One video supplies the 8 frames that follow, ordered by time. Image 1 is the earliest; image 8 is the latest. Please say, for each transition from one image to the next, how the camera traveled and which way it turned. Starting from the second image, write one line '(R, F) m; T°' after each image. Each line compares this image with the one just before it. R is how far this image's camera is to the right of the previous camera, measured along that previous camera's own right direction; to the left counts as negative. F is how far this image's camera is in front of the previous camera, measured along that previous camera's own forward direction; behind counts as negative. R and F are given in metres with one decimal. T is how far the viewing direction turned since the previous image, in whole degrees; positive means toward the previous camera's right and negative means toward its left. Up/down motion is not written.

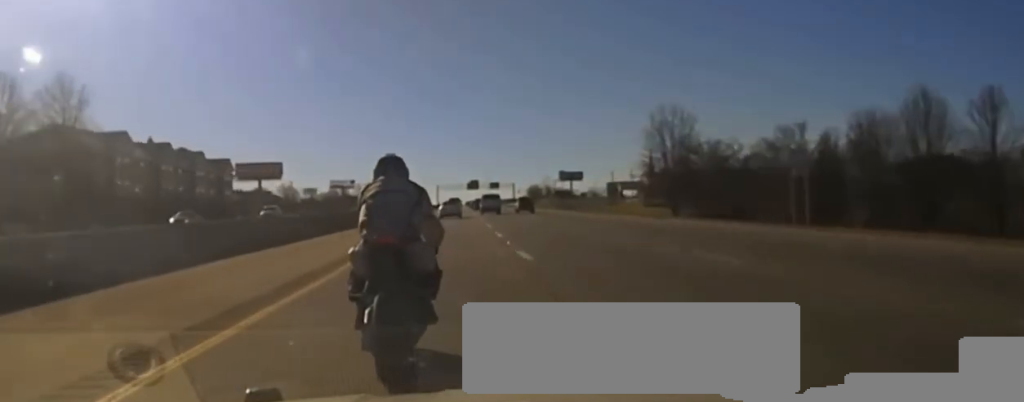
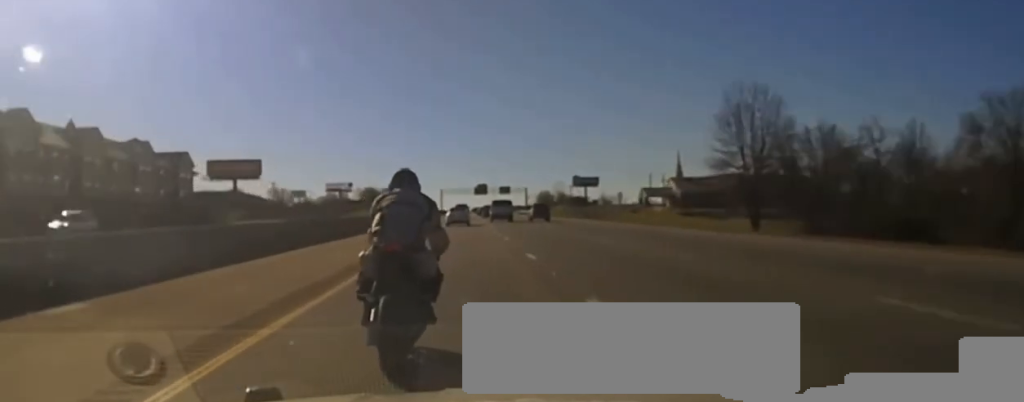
(0.0, +34.8) m; 0°
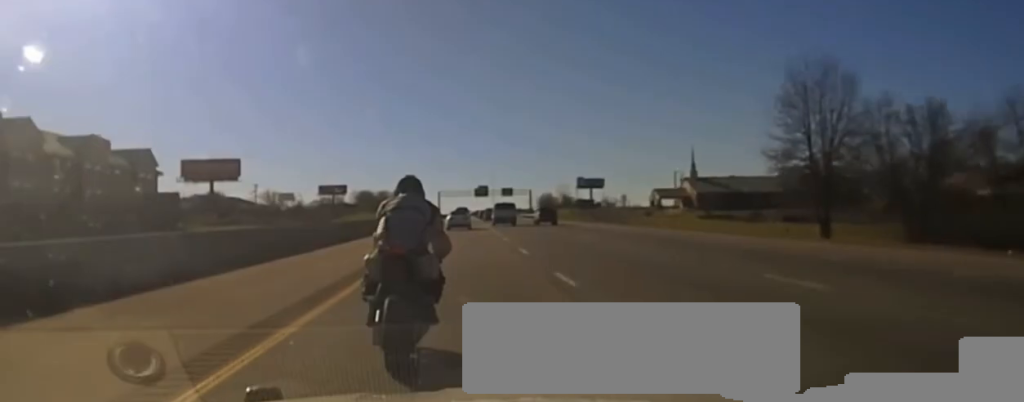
(+0.2, +20.1) m; 0°
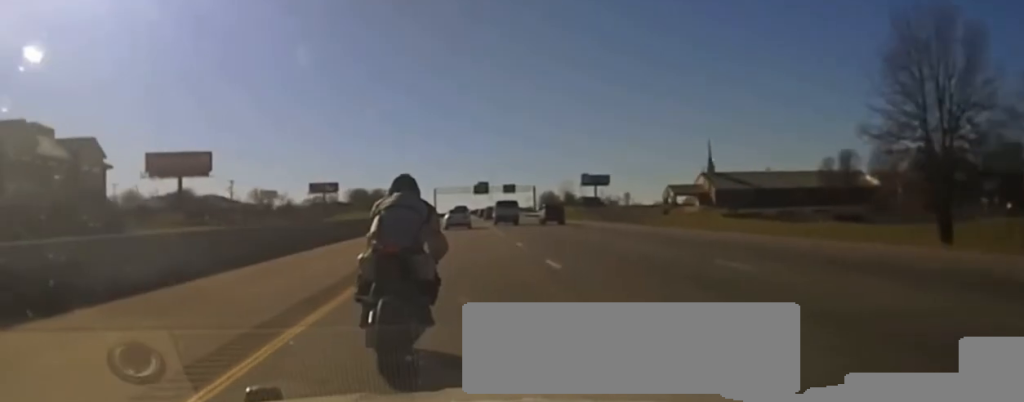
(0.0, +20.9) m; 0°
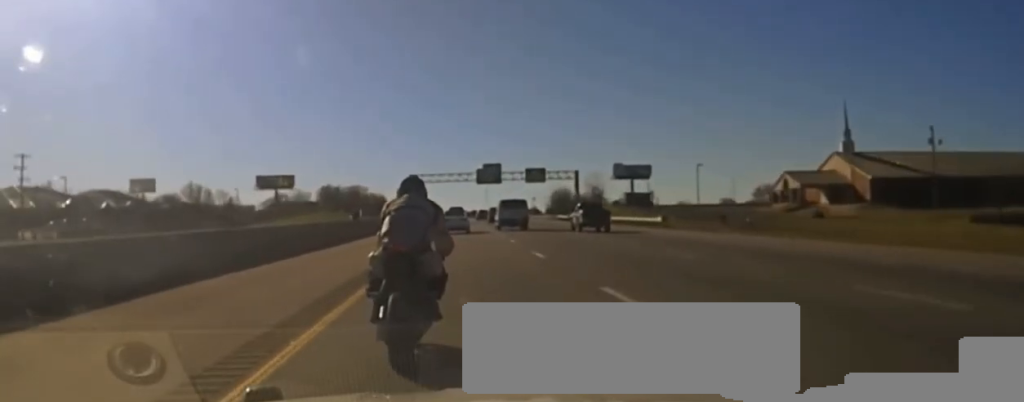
(-0.2, +93.1) m; +1°
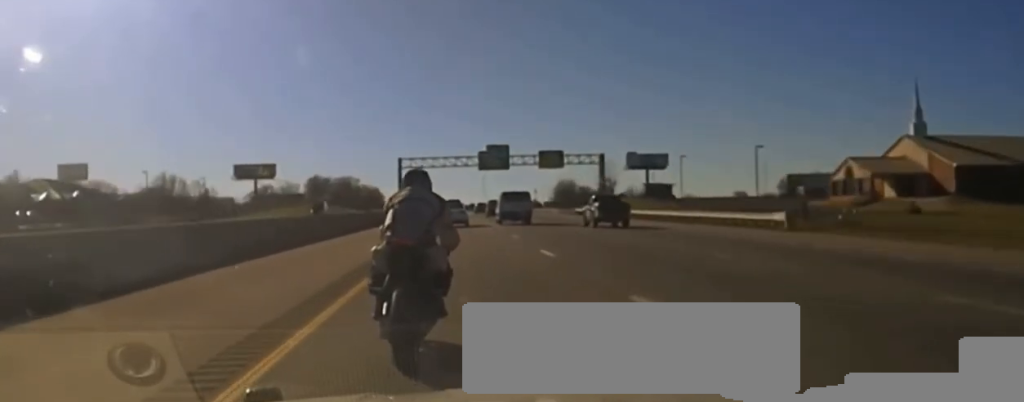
(+0.1, +25.8) m; 0°
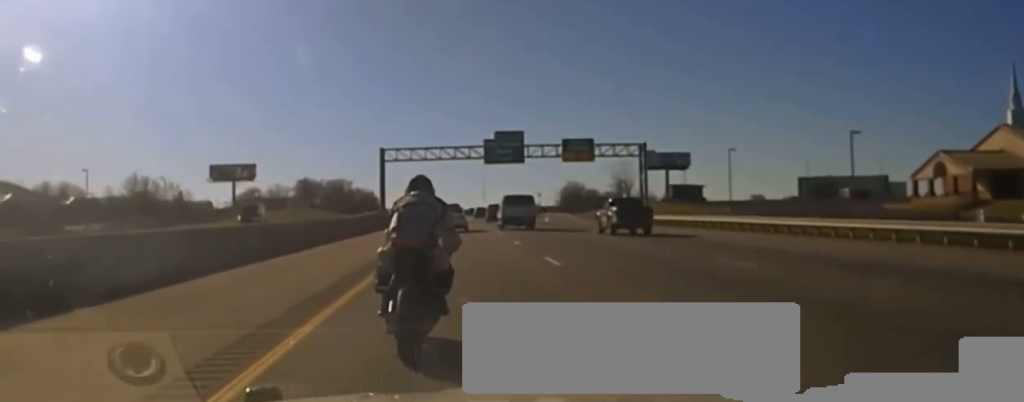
(+0.1, +25.2) m; 0°
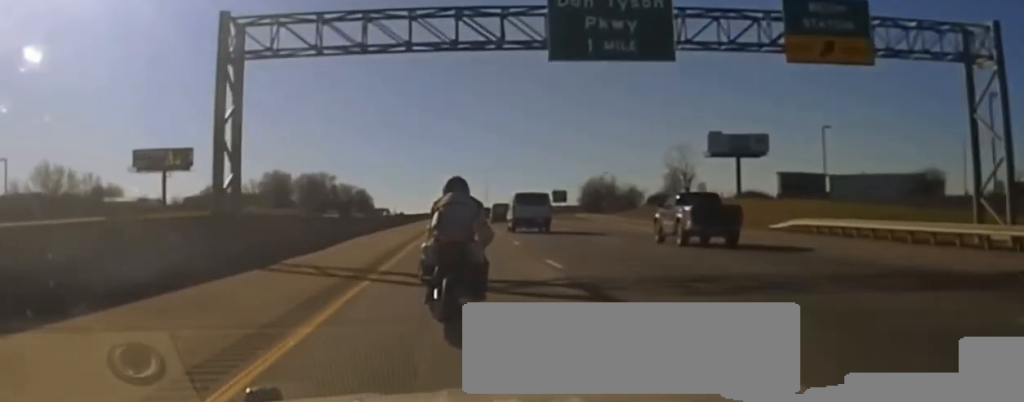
(-0.6, +56.4) m; -1°
